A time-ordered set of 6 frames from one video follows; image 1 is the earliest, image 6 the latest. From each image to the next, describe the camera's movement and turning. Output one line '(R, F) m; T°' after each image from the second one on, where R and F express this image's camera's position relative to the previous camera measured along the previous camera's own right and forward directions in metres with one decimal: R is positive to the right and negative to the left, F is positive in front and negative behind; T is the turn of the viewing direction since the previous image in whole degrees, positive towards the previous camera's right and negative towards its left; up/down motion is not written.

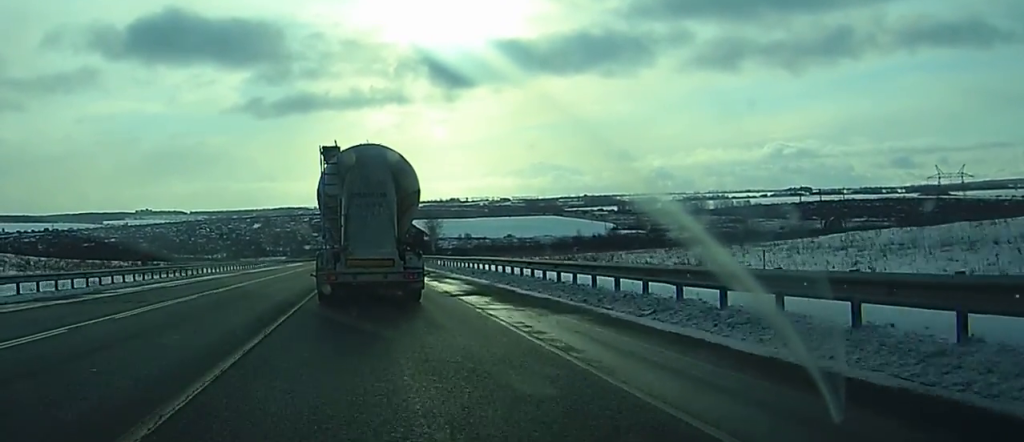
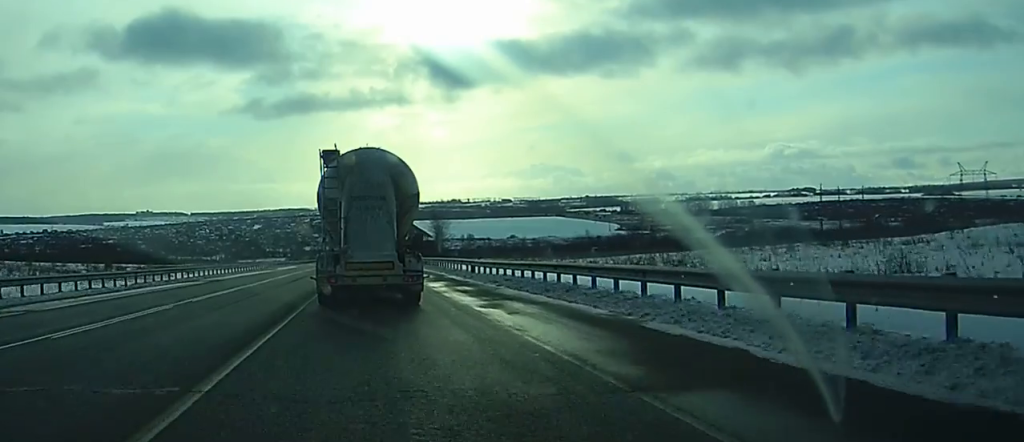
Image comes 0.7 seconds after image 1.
(0.0, +15.8) m; 0°
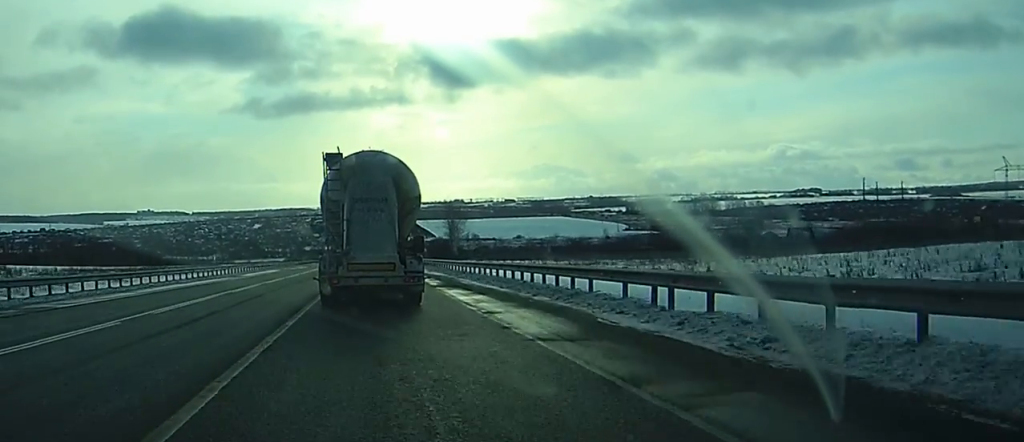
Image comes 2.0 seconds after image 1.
(+0.1, +29.5) m; 0°
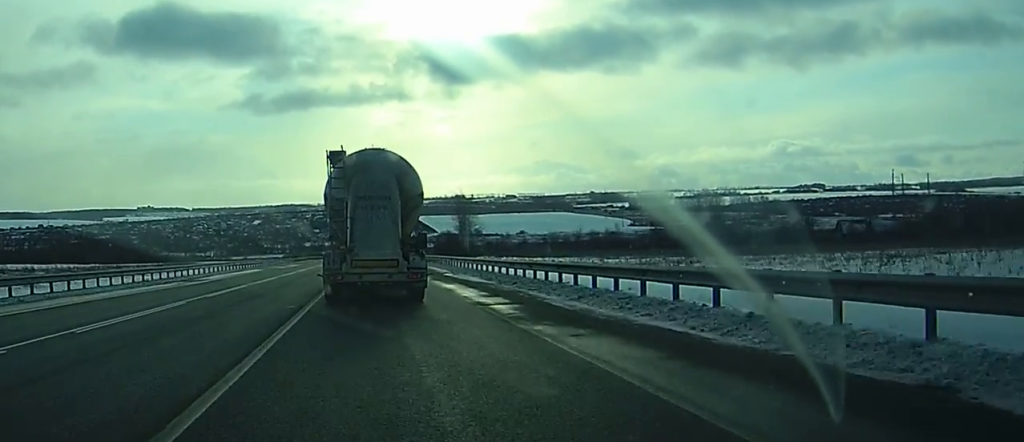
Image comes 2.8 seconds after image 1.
(0.0, +18.2) m; 0°
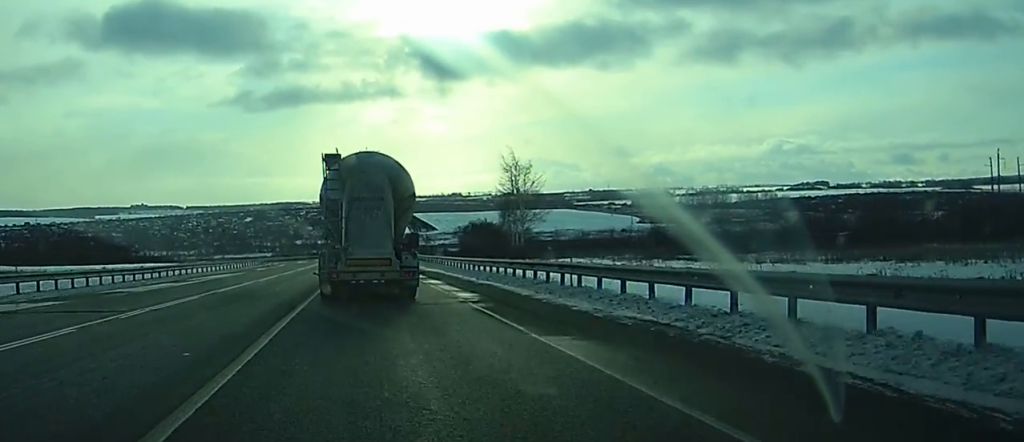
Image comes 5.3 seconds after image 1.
(+0.1, +57.1) m; 0°
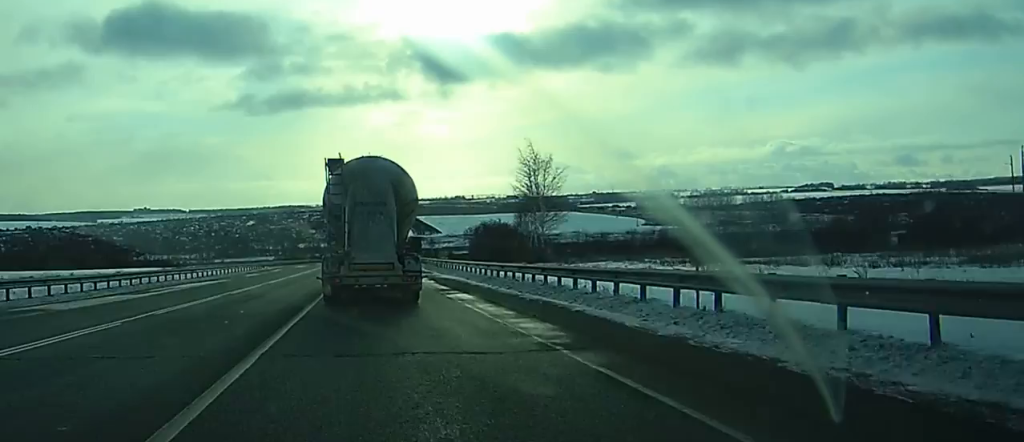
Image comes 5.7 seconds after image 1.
(0.0, +9.2) m; 0°
